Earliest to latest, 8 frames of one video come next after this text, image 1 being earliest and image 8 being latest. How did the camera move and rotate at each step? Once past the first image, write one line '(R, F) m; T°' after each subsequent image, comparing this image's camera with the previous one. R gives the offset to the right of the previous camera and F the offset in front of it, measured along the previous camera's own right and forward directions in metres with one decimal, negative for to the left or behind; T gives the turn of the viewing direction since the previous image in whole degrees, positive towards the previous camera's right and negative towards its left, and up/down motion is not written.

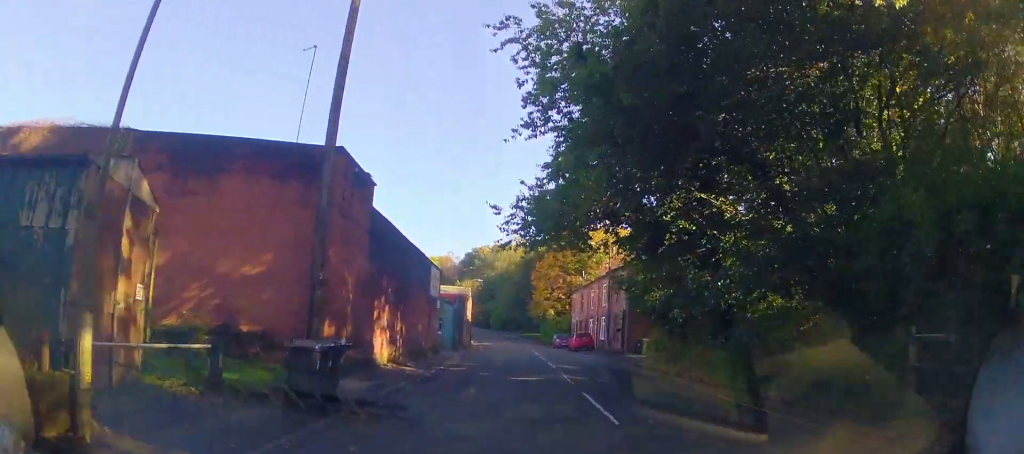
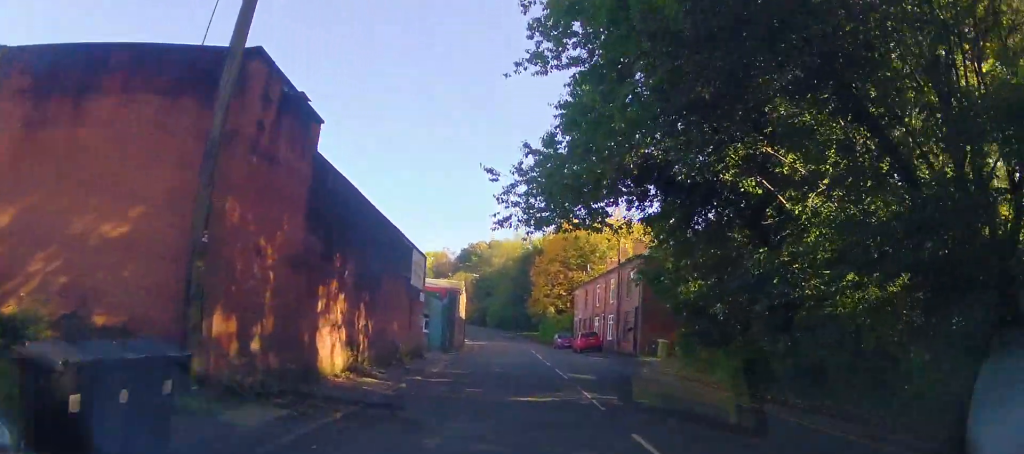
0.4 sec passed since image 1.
(0.0, +4.5) m; 0°
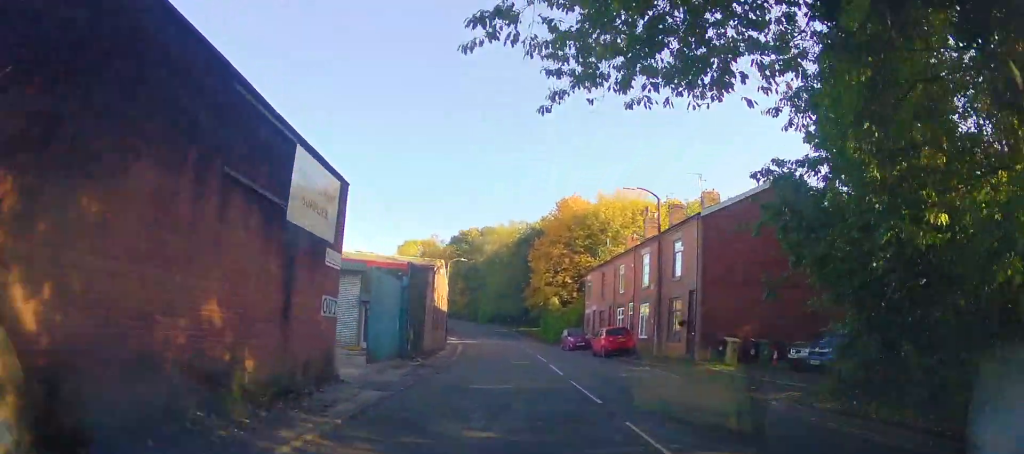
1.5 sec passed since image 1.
(-0.1, +11.7) m; +1°
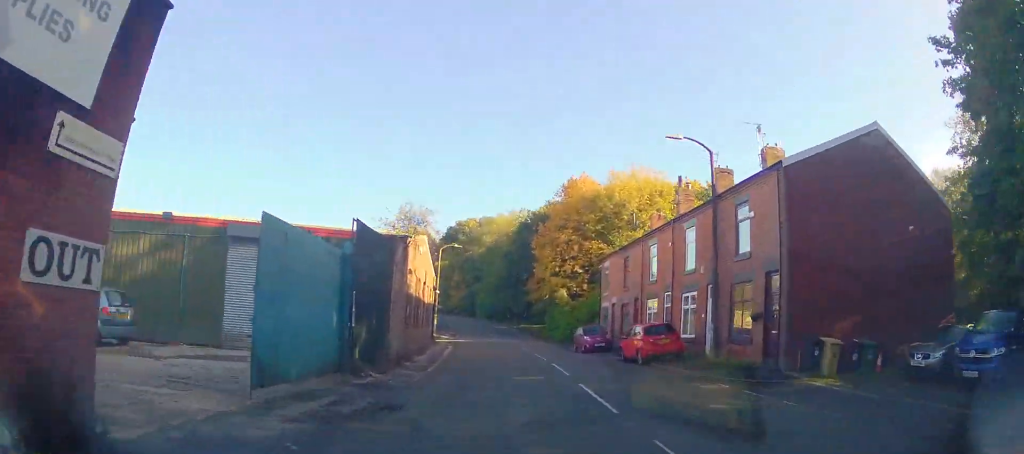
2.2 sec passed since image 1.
(0.0, +8.1) m; +2°
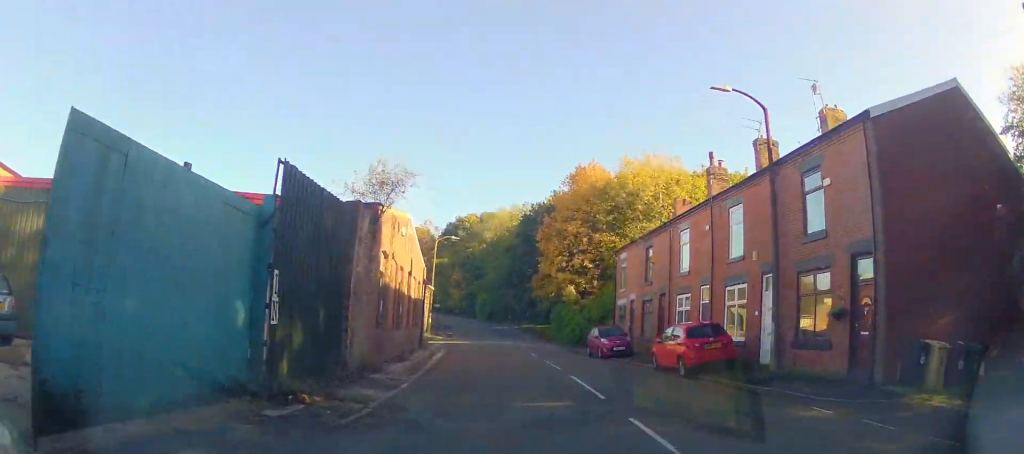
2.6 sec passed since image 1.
(+0.2, +5.0) m; +1°
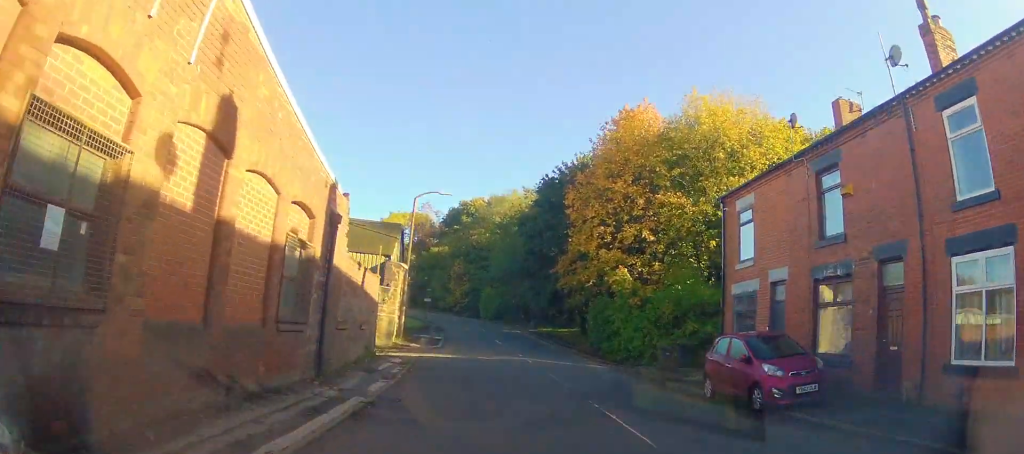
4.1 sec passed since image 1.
(+0.2, +16.9) m; -2°
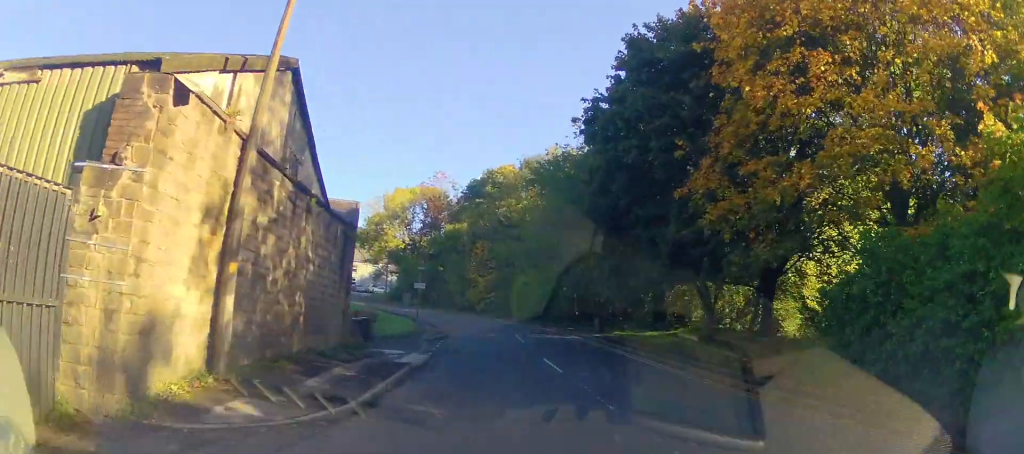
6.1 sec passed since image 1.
(-0.5, +22.3) m; -5°
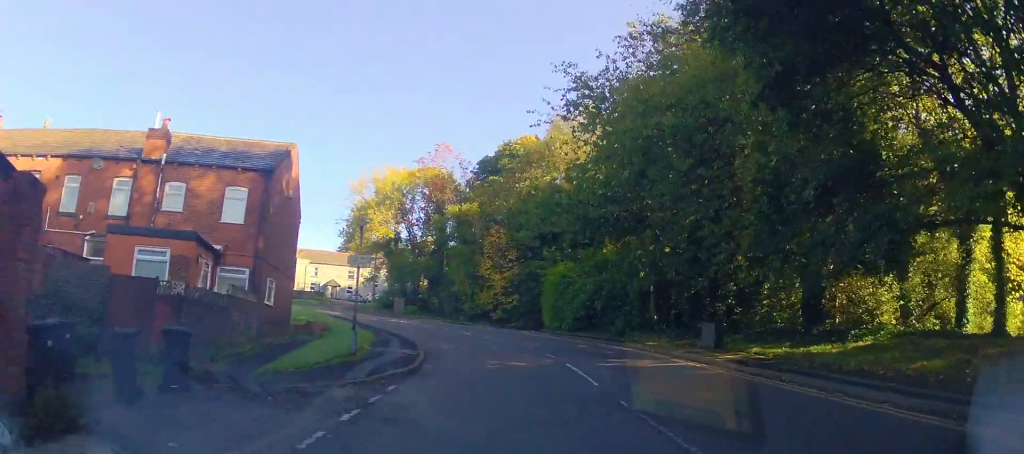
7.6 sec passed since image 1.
(-0.9, +16.6) m; -2°
